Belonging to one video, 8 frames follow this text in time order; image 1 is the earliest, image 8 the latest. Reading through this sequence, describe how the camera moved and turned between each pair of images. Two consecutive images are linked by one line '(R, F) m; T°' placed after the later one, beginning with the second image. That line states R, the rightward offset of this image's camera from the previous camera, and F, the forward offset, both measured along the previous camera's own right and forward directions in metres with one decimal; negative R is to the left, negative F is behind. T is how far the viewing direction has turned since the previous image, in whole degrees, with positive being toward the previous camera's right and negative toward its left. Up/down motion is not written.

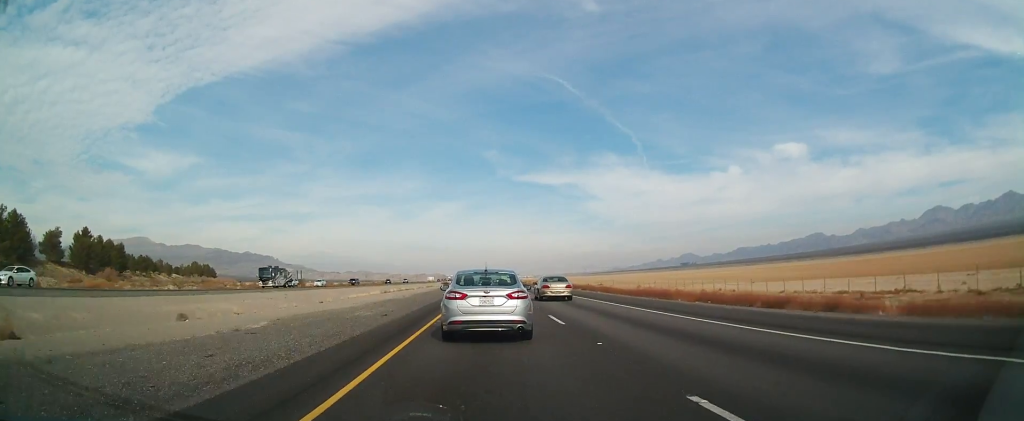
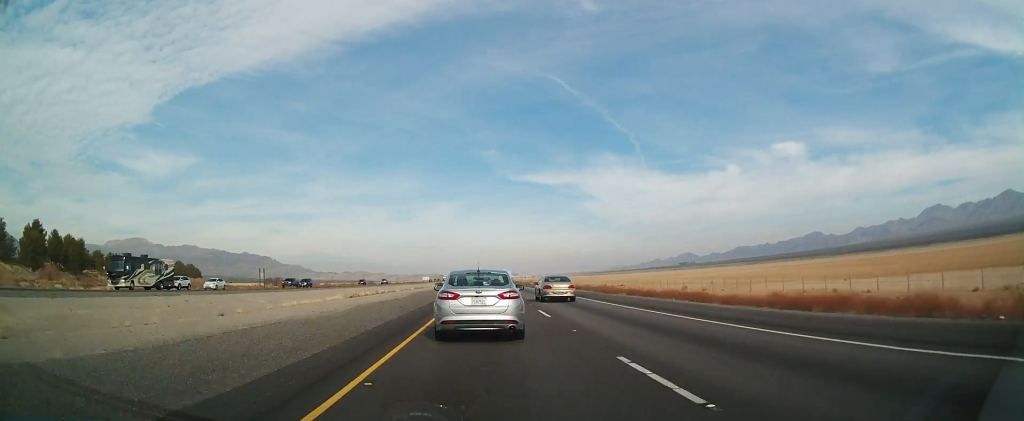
(+0.2, +25.4) m; 0°
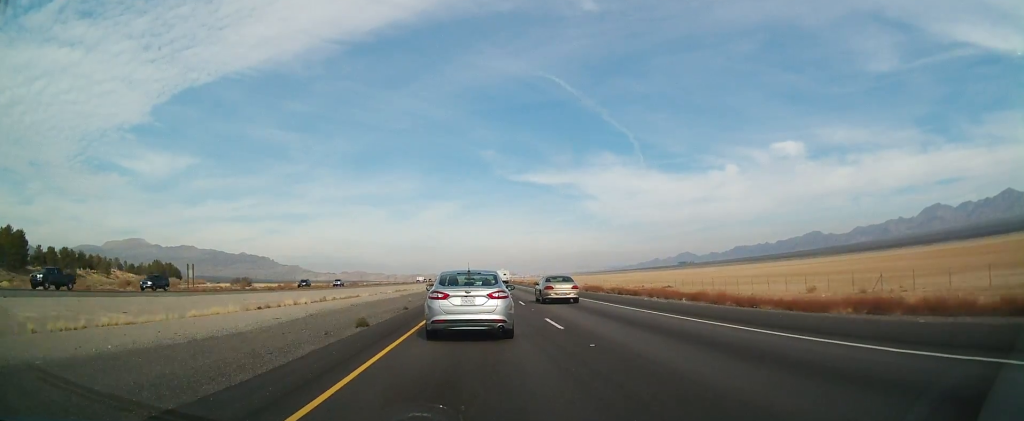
(-0.1, +33.0) m; -1°
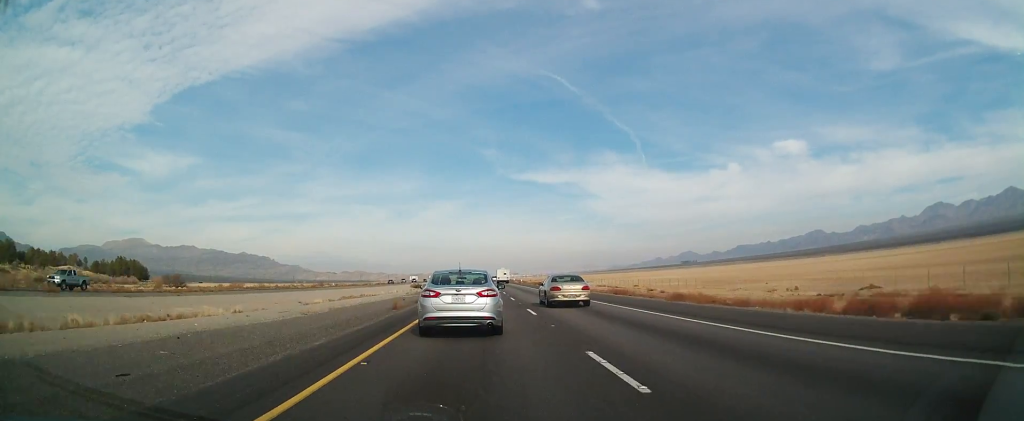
(-0.1, +51.7) m; 0°
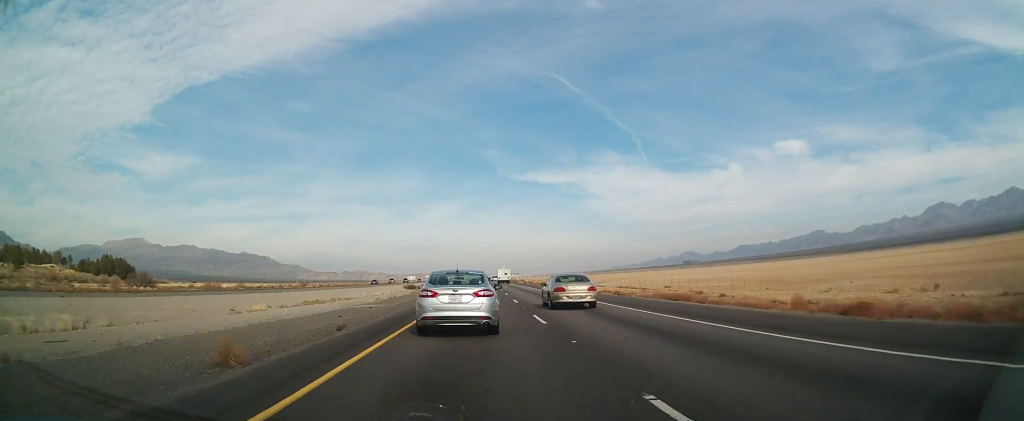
(+0.1, +18.4) m; 0°
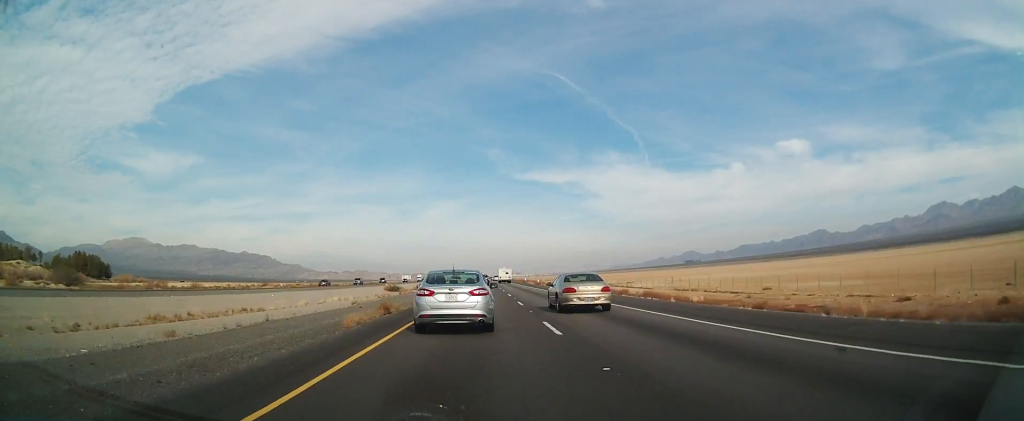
(0.0, +32.6) m; 0°
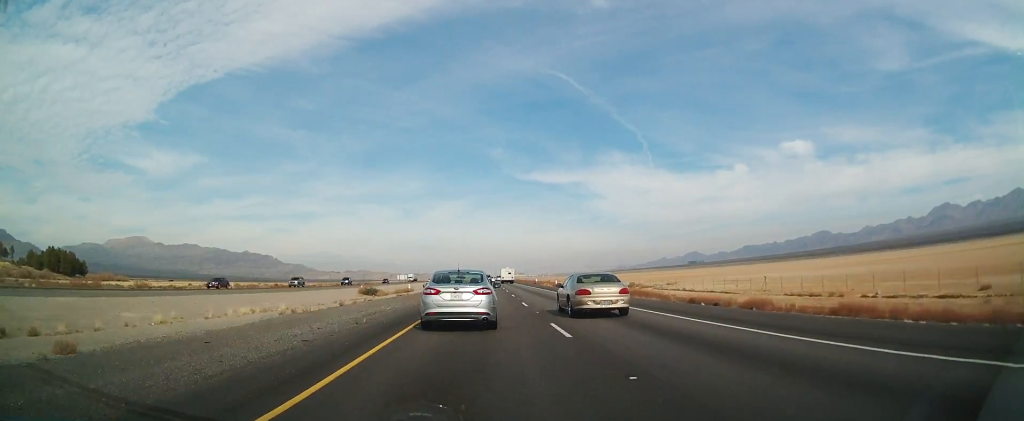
(-0.1, +29.4) m; 0°
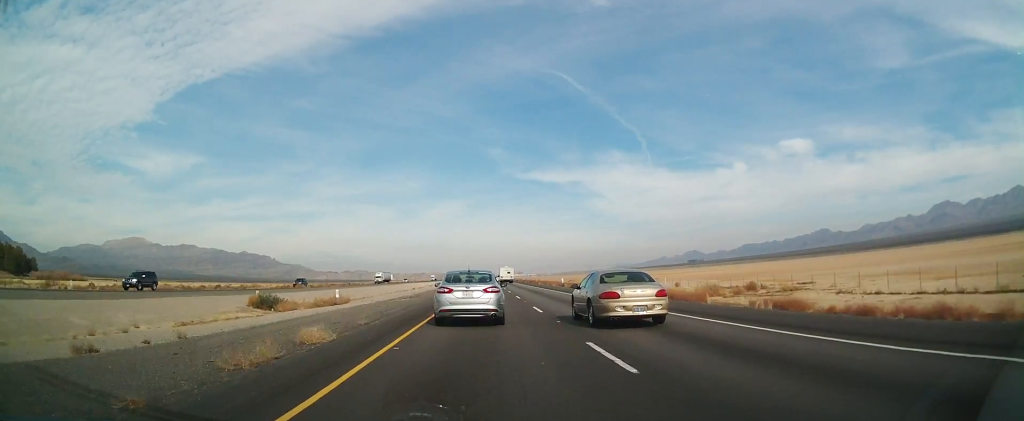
(+0.2, +48.9) m; 0°
